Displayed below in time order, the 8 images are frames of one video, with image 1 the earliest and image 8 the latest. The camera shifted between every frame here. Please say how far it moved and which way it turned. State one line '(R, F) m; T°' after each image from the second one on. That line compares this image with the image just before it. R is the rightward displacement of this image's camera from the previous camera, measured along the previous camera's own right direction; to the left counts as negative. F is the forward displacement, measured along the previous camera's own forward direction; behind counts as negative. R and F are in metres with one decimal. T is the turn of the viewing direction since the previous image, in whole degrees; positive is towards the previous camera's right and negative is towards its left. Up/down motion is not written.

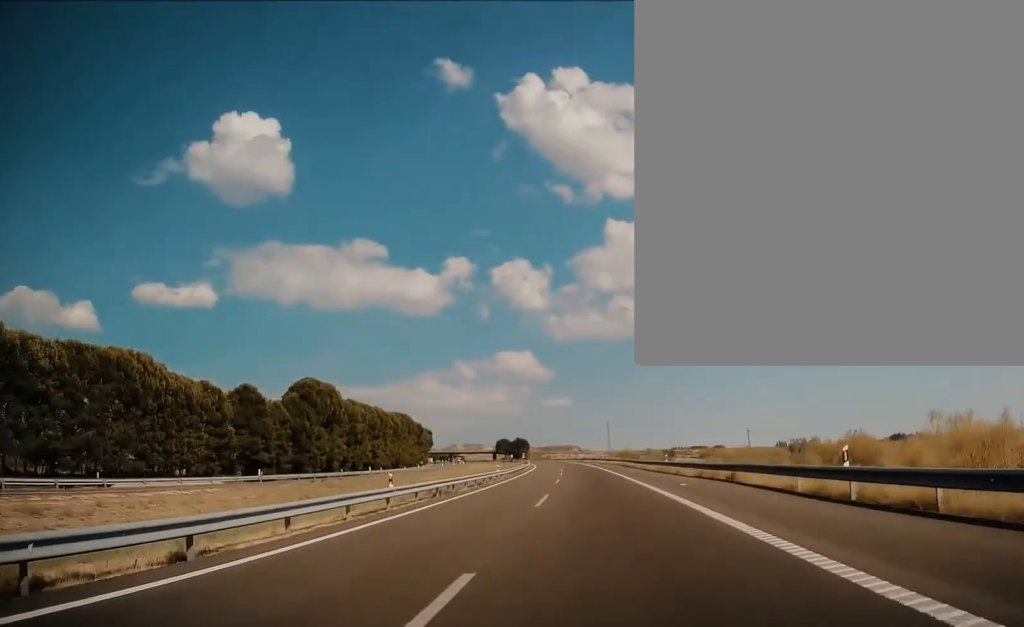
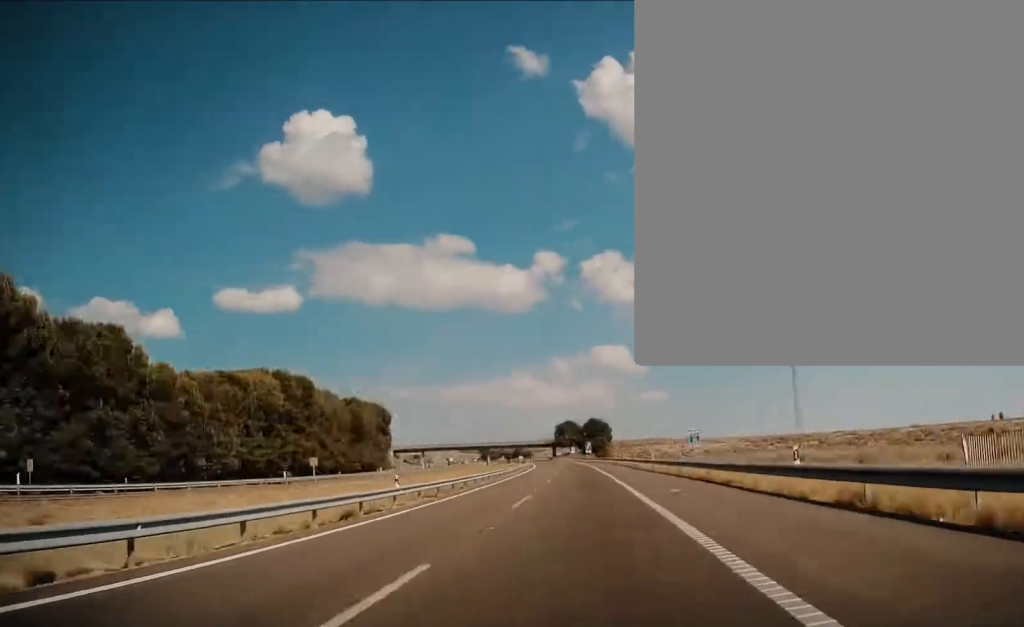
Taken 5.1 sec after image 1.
(-11.3, +187.6) m; -7°
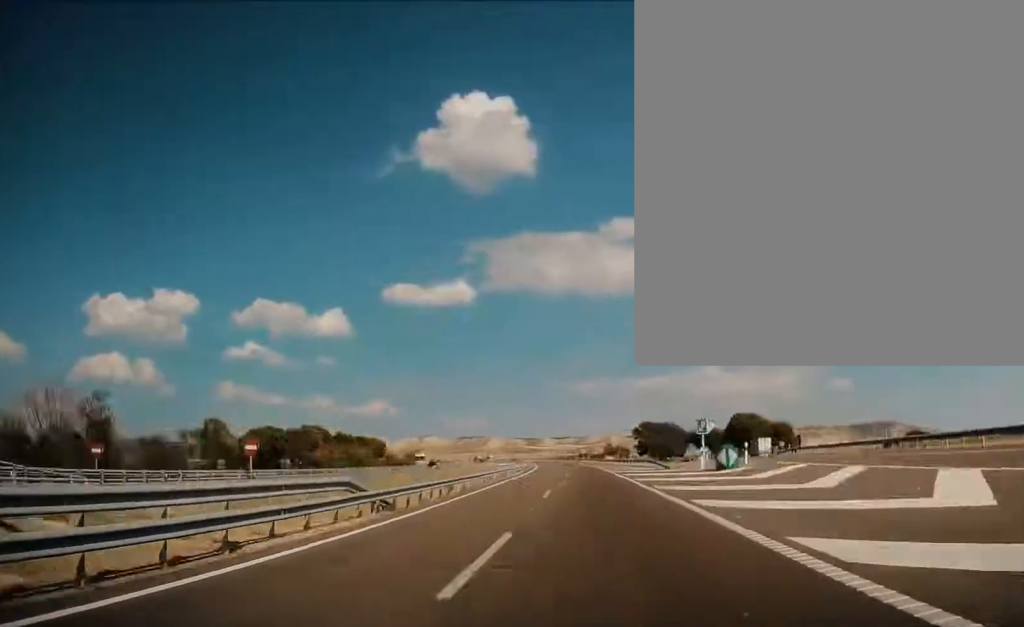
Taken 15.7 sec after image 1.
(-55.5, +393.8) m; -16°
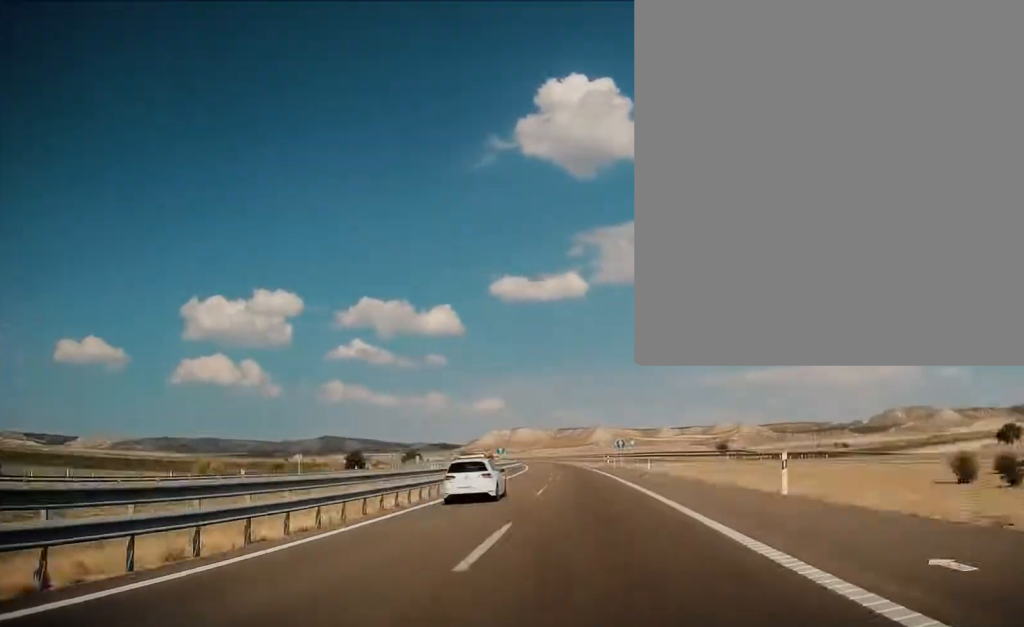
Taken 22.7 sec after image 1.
(-23.3, +257.6) m; -10°
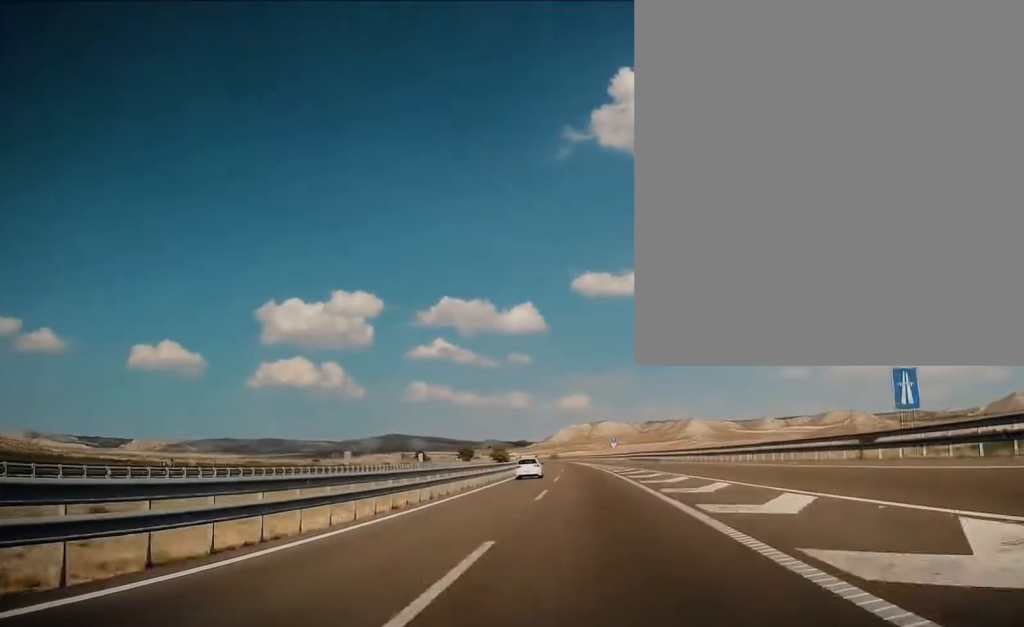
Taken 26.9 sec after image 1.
(-2.9, +158.5) m; -6°
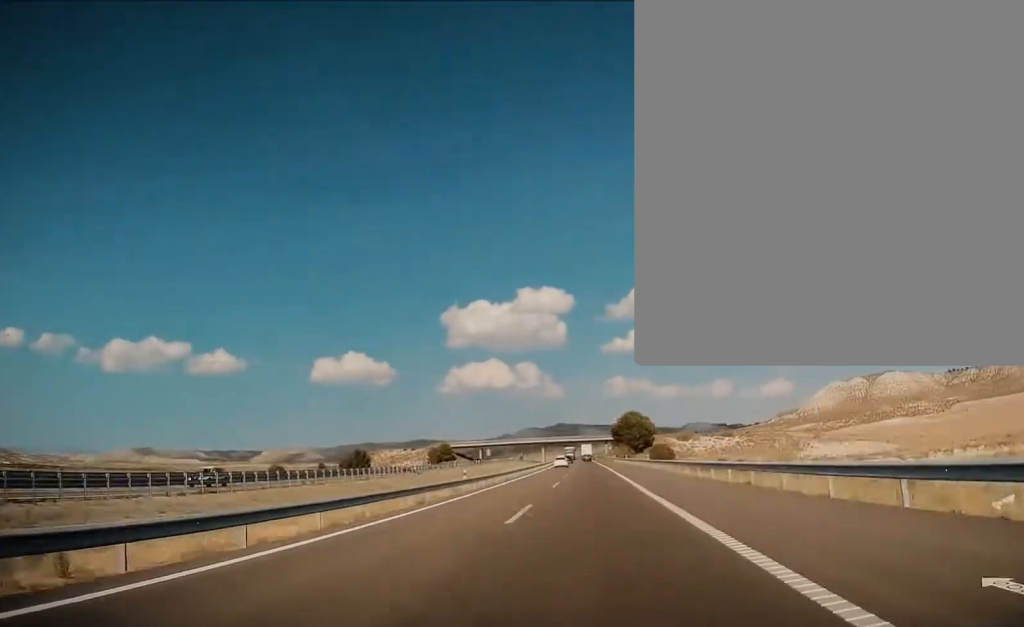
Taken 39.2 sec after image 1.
(-55.7, +431.0) m; -9°
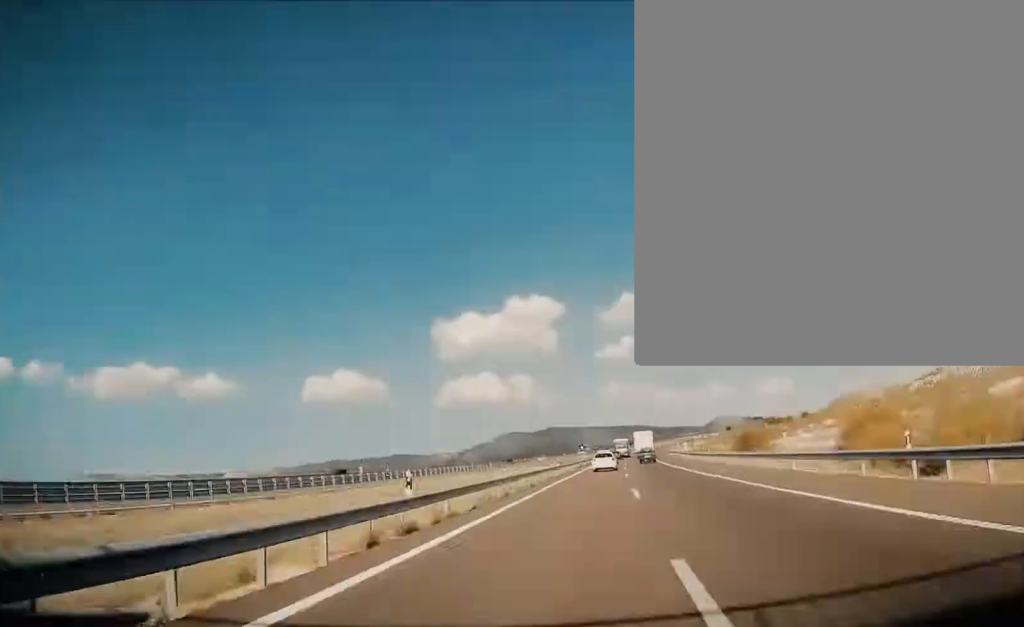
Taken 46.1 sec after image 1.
(-1.7, +237.6) m; +3°
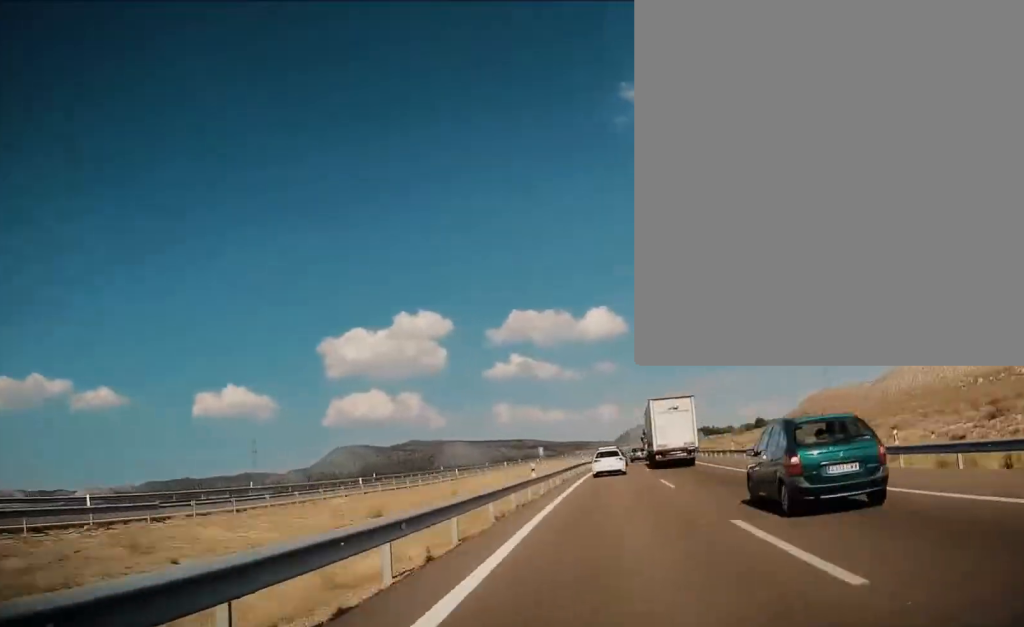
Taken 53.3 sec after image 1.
(+12.9, +241.0) m; +8°
